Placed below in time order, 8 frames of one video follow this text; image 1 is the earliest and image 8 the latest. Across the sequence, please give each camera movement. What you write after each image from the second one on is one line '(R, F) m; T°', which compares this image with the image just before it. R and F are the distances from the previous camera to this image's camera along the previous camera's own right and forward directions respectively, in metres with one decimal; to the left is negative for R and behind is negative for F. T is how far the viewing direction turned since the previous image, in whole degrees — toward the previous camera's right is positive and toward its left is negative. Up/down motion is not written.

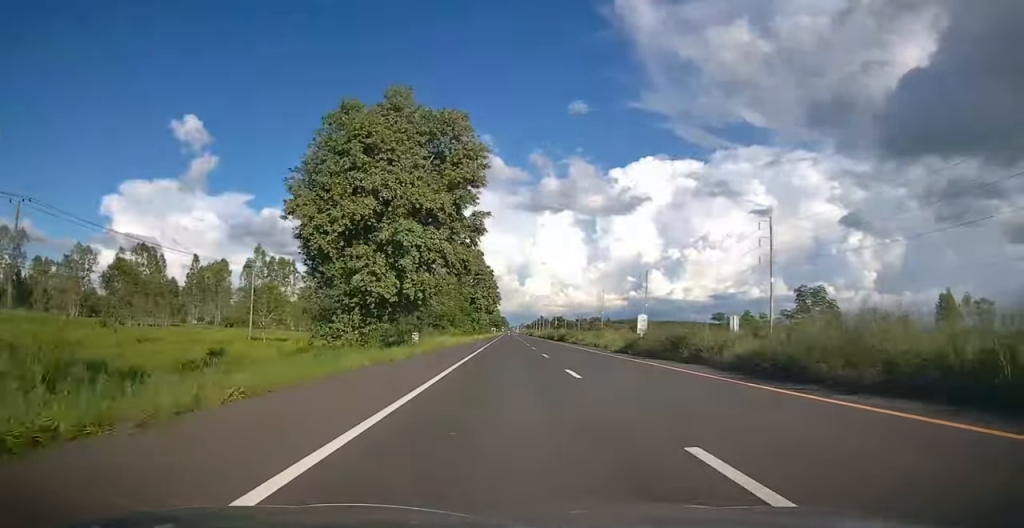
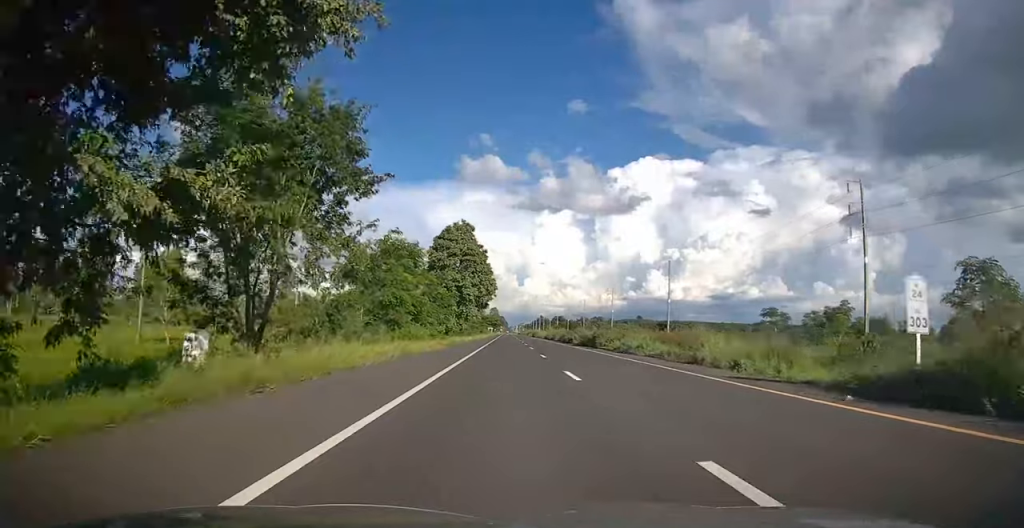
(0.0, +24.3) m; 0°
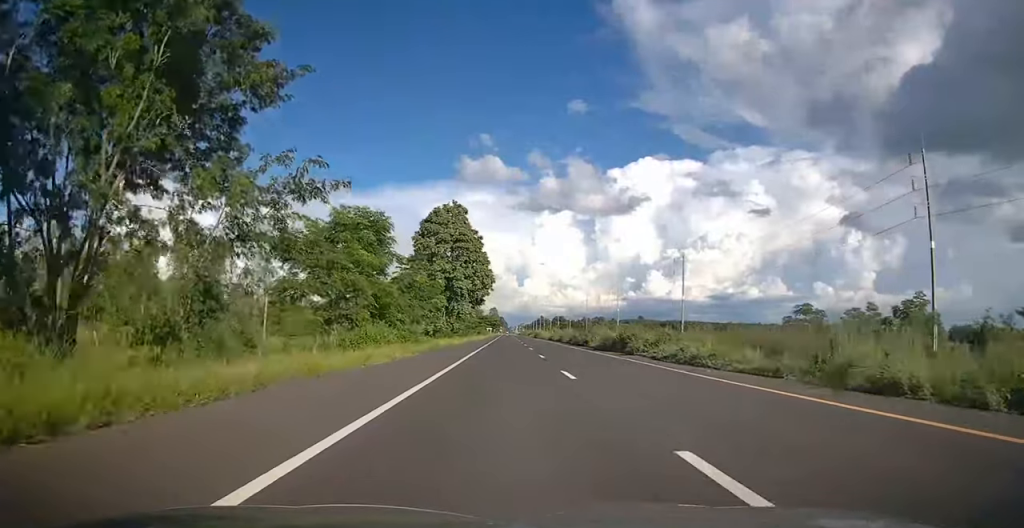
(0.0, +11.4) m; 0°
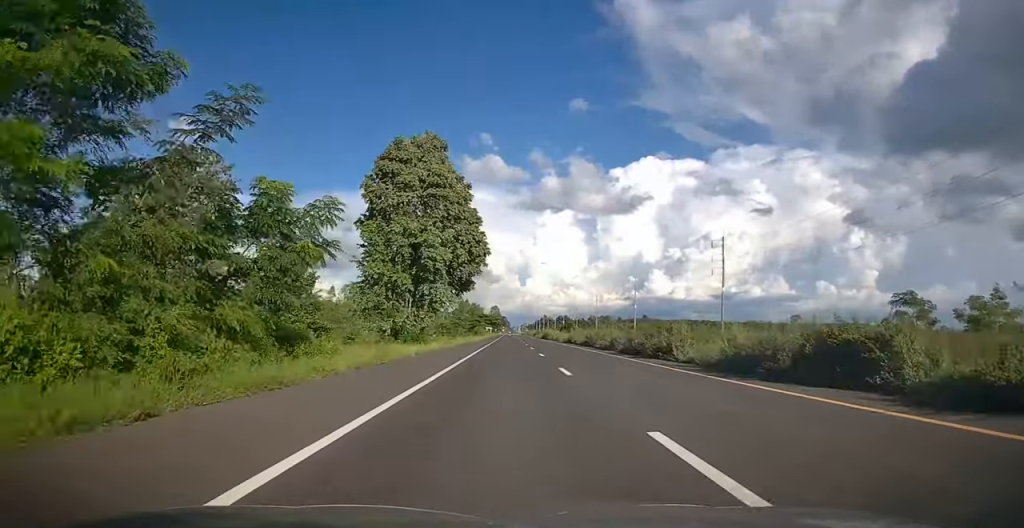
(0.0, +22.8) m; 0°
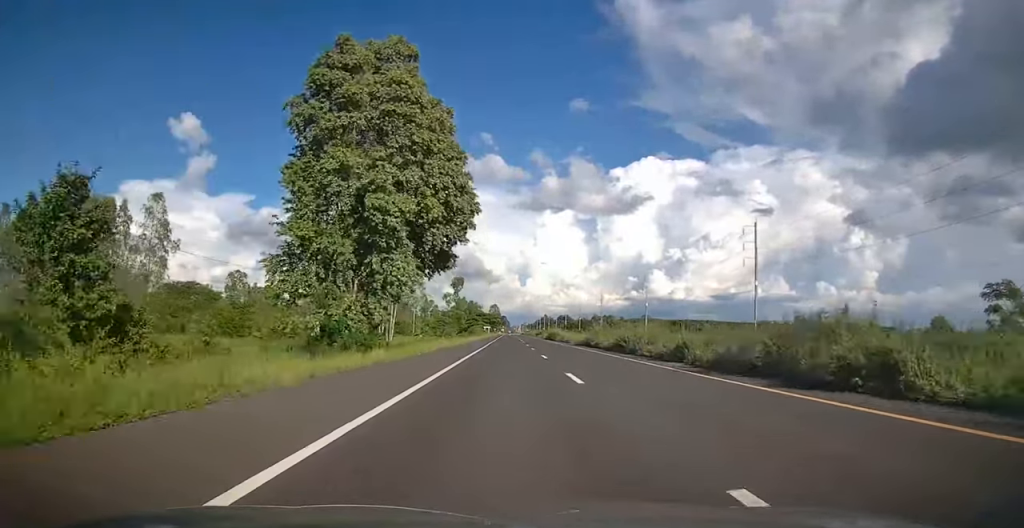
(0.0, +14.3) m; 0°
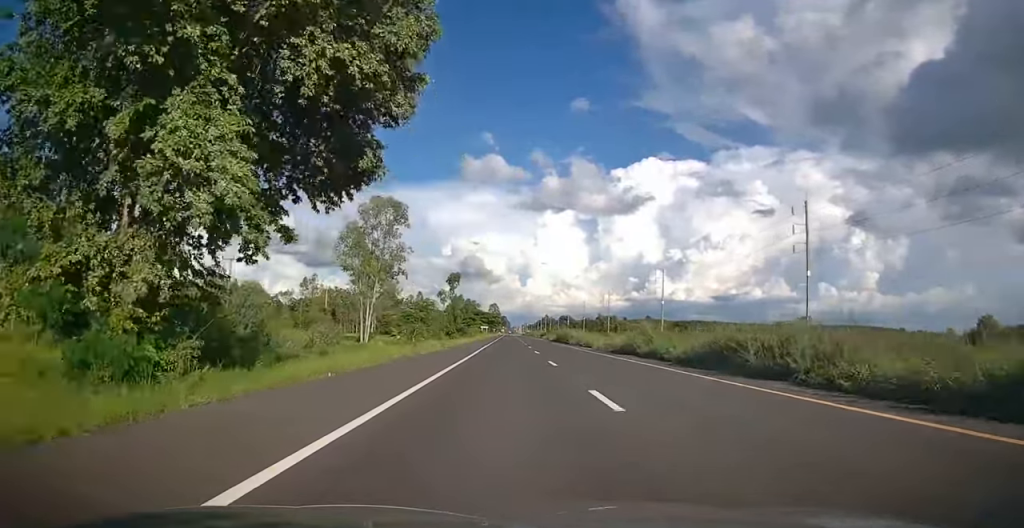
(0.0, +16.5) m; 0°
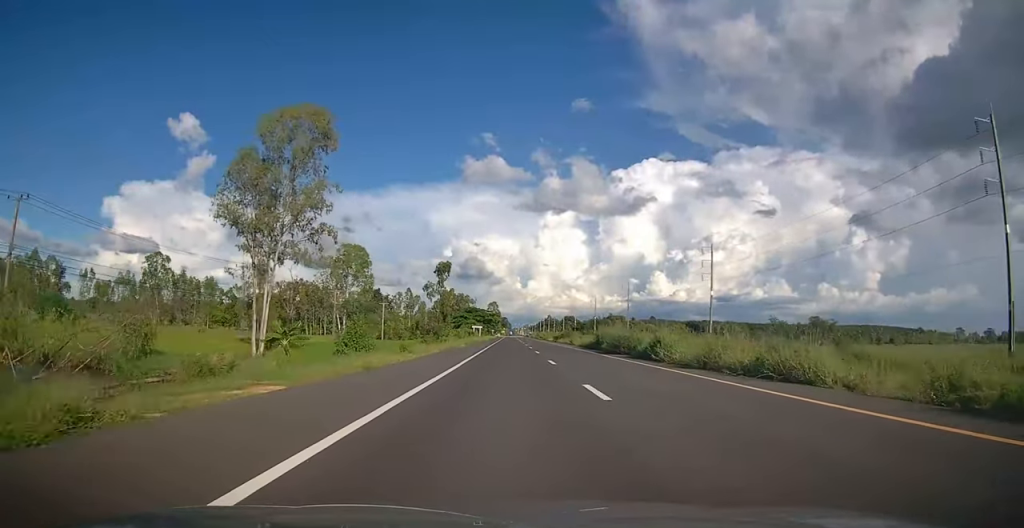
(0.0, +34.3) m; 0°
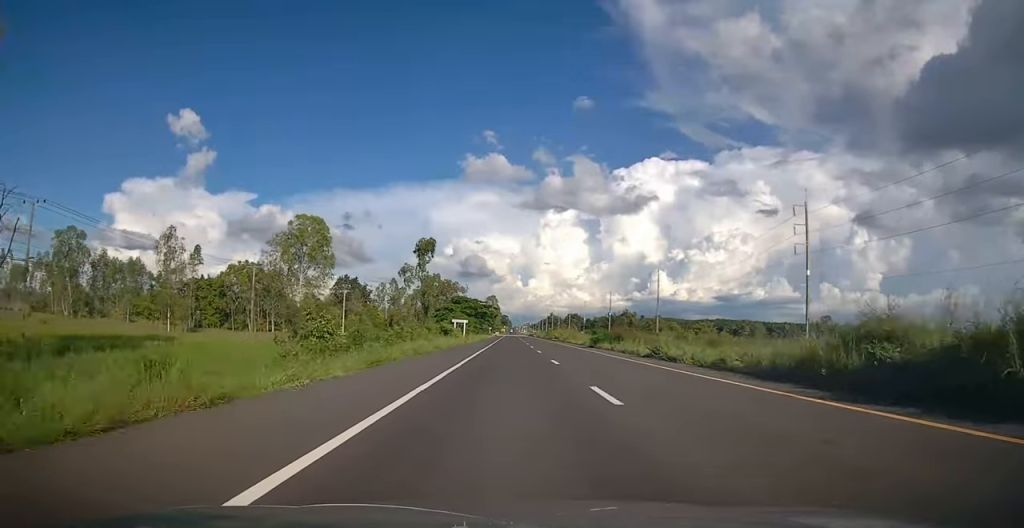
(0.0, +36.5) m; 0°
